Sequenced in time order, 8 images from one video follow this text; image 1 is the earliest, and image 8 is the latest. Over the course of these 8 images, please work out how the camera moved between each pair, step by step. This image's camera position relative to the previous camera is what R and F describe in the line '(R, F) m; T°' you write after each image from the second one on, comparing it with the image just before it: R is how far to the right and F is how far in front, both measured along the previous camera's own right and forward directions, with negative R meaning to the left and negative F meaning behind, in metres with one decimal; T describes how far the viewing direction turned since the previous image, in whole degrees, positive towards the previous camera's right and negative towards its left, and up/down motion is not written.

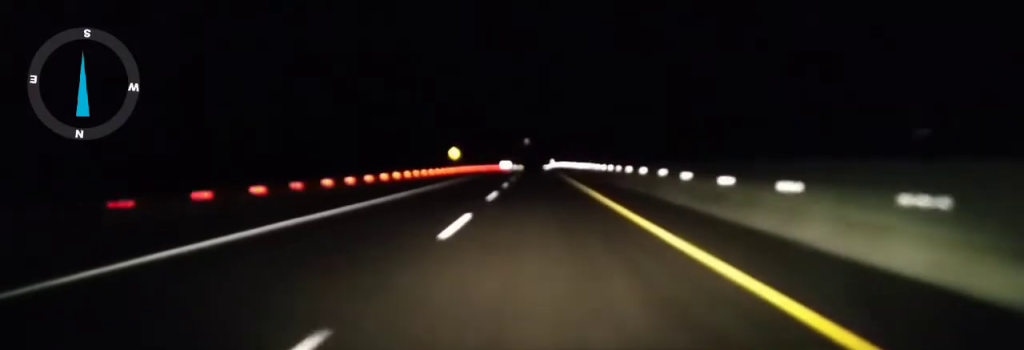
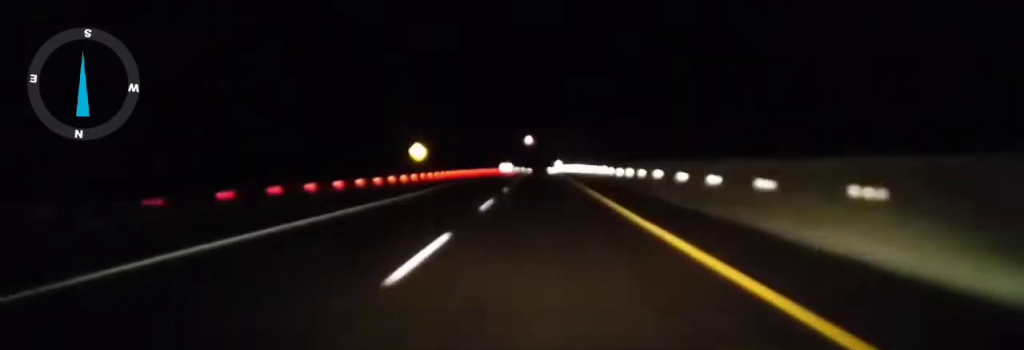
(+0.2, +30.9) m; -1°
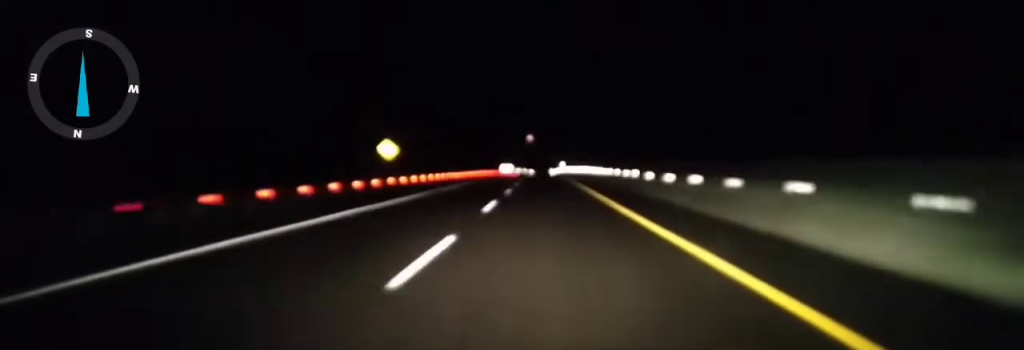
(-0.1, +14.4) m; -1°
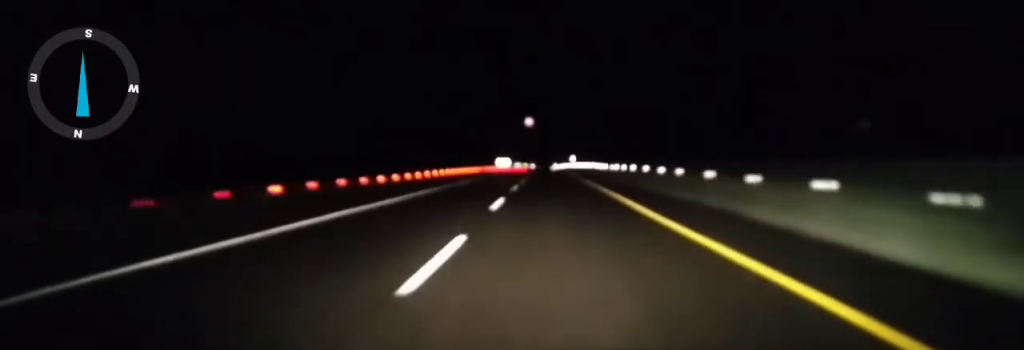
(-0.6, +39.0) m; 0°
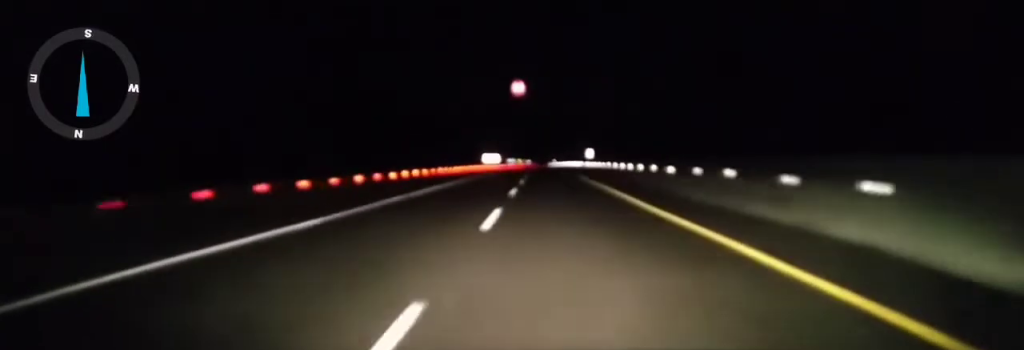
(+0.2, +45.9) m; 0°
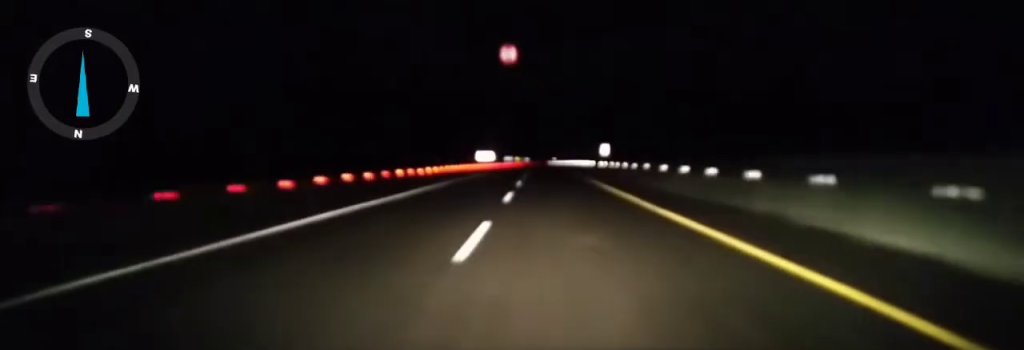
(-0.1, +19.1) m; 0°
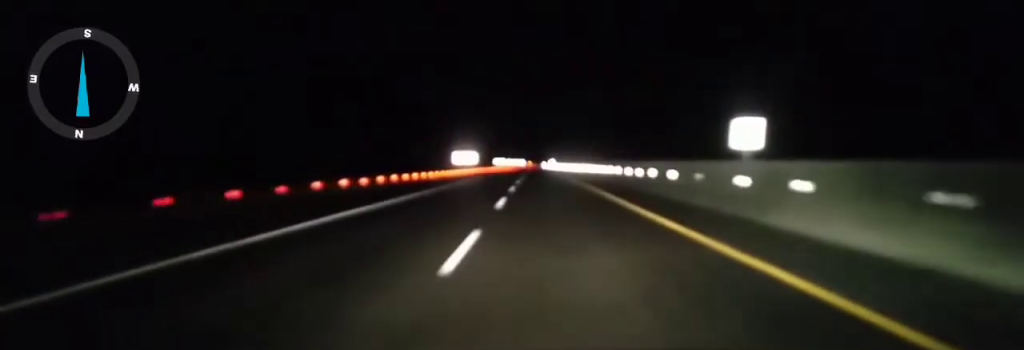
(0.0, +39.0) m; +1°
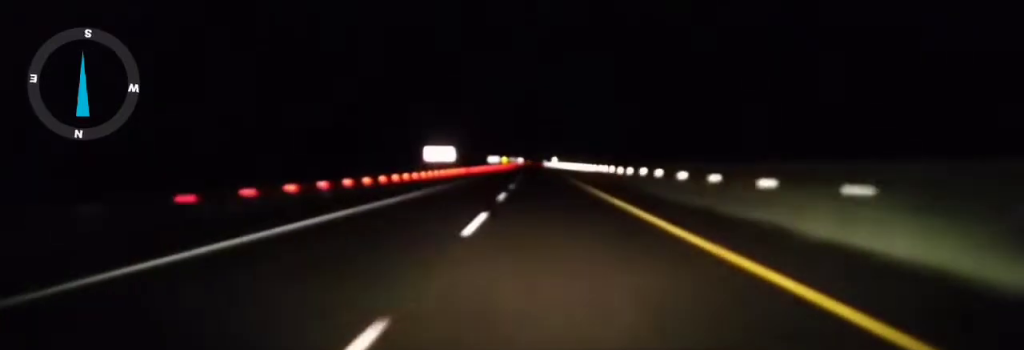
(+0.2, +34.8) m; 0°
